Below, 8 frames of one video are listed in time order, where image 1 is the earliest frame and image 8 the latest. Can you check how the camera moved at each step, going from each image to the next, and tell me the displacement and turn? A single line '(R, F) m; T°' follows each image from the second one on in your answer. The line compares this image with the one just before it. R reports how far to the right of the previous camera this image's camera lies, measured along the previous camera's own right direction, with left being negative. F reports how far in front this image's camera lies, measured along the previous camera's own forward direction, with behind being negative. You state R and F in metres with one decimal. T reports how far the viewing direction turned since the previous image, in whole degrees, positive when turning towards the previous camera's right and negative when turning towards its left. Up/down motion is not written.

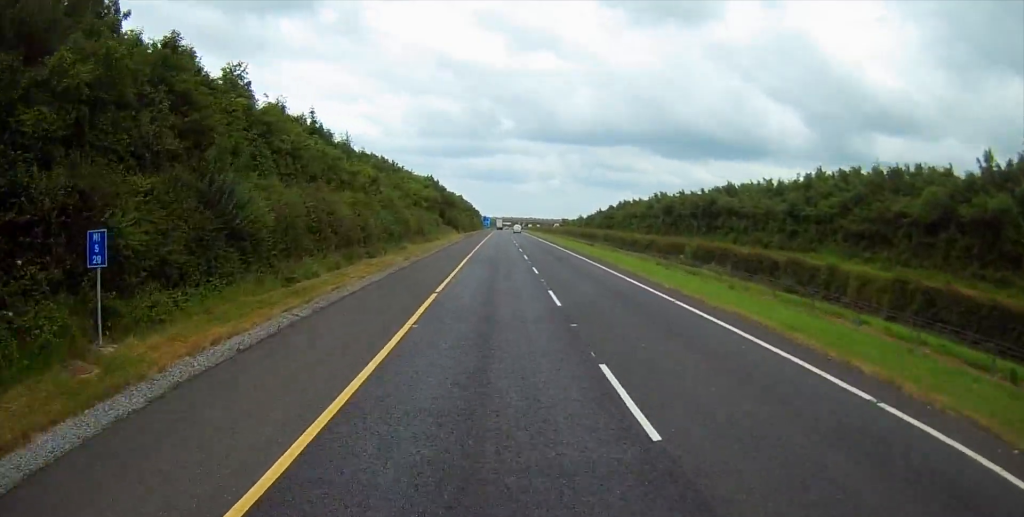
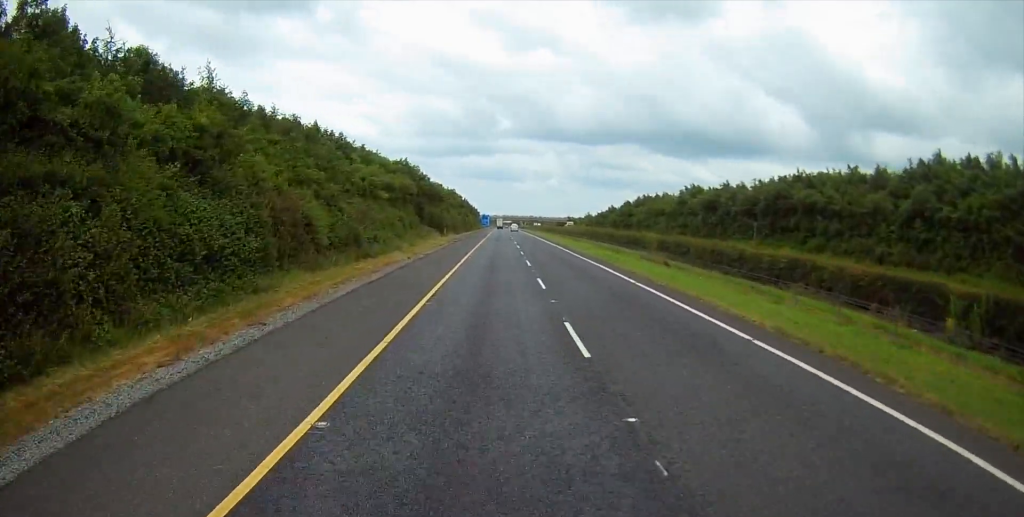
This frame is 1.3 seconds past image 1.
(-0.2, +31.1) m; -1°
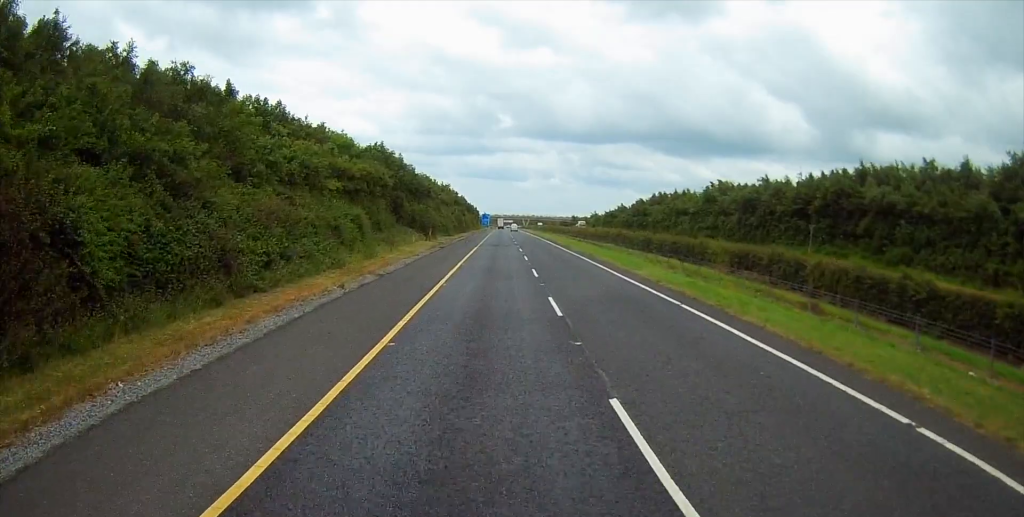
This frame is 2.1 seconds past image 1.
(-0.2, +18.6) m; 0°
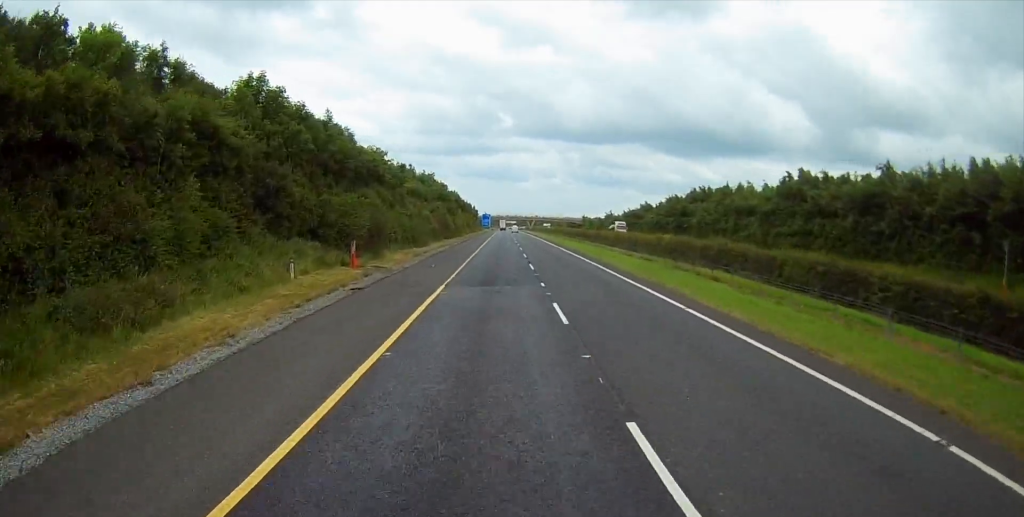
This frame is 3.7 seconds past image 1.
(+0.7, +36.7) m; 0°
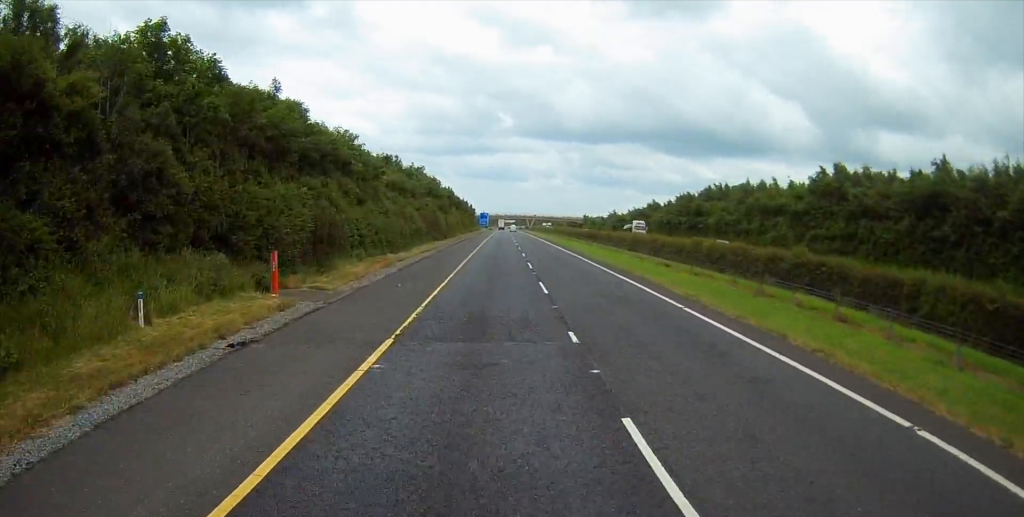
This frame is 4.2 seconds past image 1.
(0.0, +11.7) m; 0°
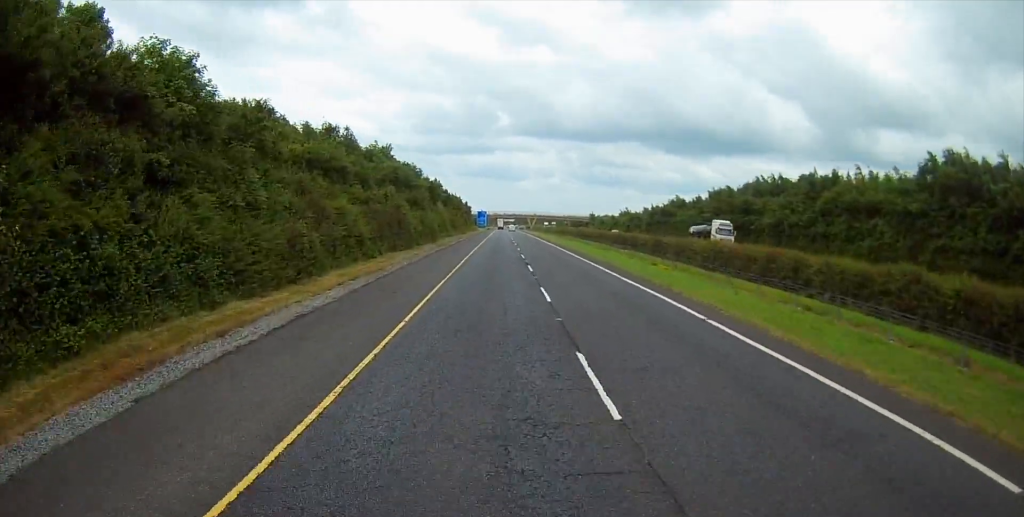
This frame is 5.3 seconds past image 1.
(-0.3, +26.4) m; 0°
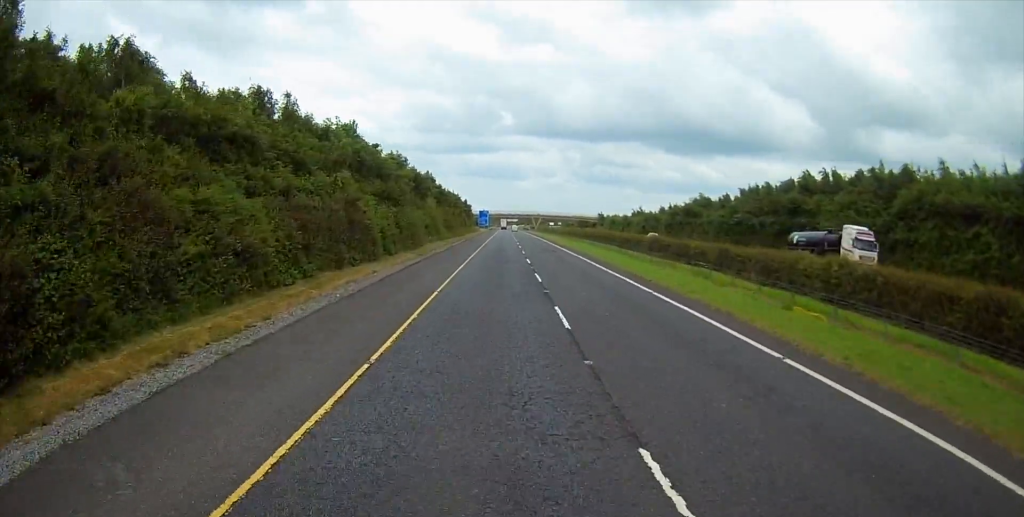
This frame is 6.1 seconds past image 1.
(+0.3, +17.1) m; +1°
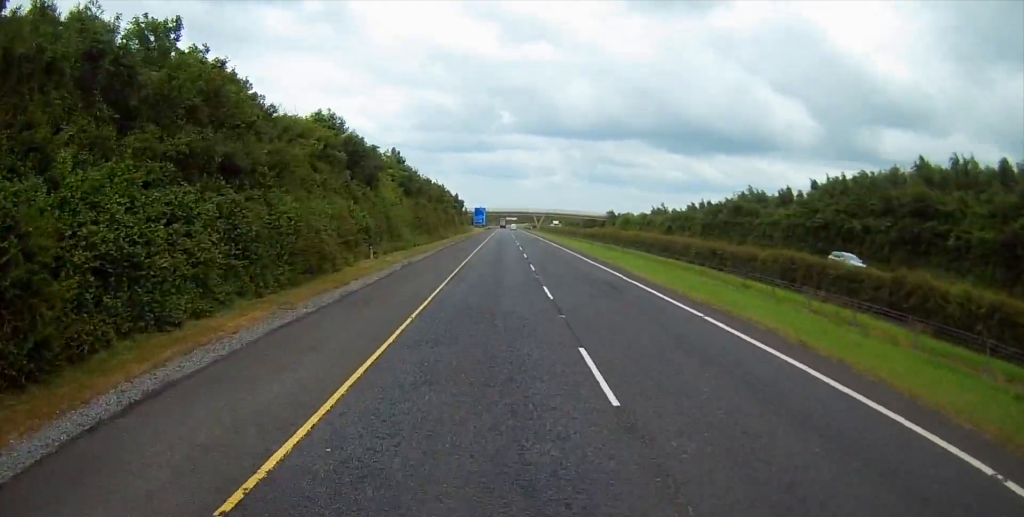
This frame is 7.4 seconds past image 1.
(-0.5, +30.5) m; -1°
